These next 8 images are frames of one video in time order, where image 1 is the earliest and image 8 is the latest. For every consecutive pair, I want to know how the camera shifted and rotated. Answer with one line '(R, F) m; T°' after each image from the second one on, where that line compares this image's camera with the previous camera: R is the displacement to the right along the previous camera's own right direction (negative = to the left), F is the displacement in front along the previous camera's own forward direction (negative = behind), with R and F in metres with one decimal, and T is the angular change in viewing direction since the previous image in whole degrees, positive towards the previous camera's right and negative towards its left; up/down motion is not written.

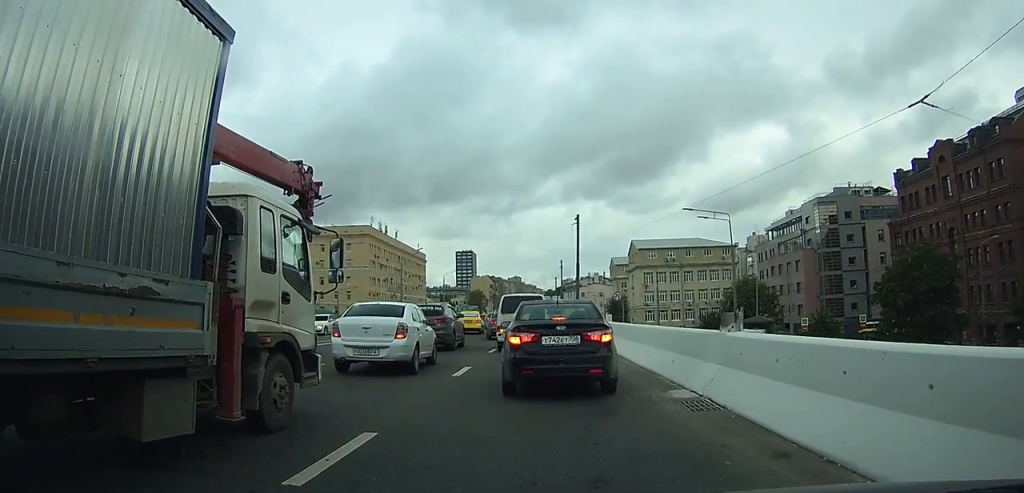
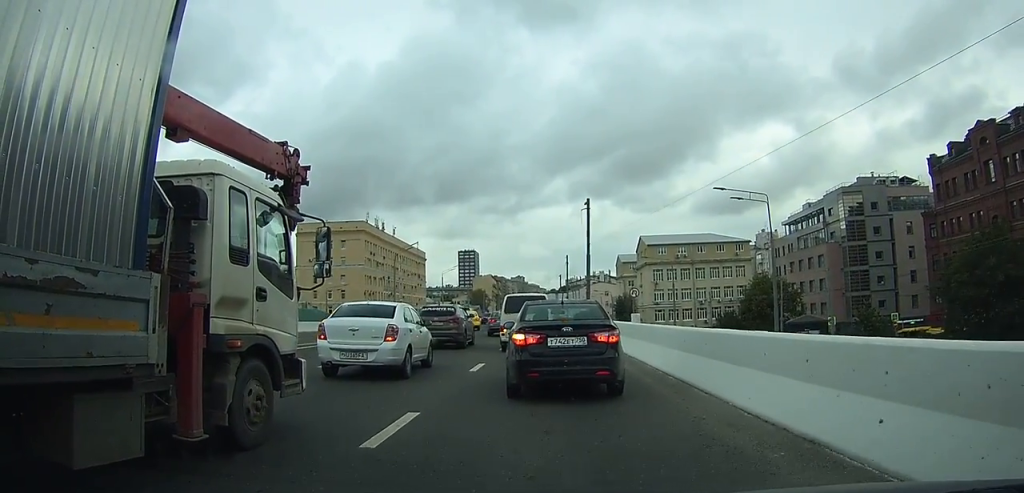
(0.0, +7.3) m; -2°
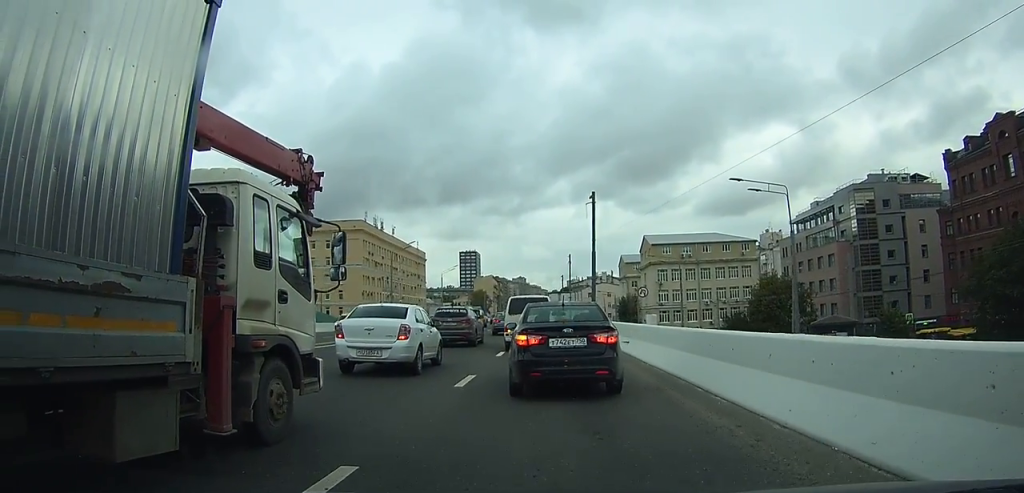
(-0.1, +2.9) m; -3°
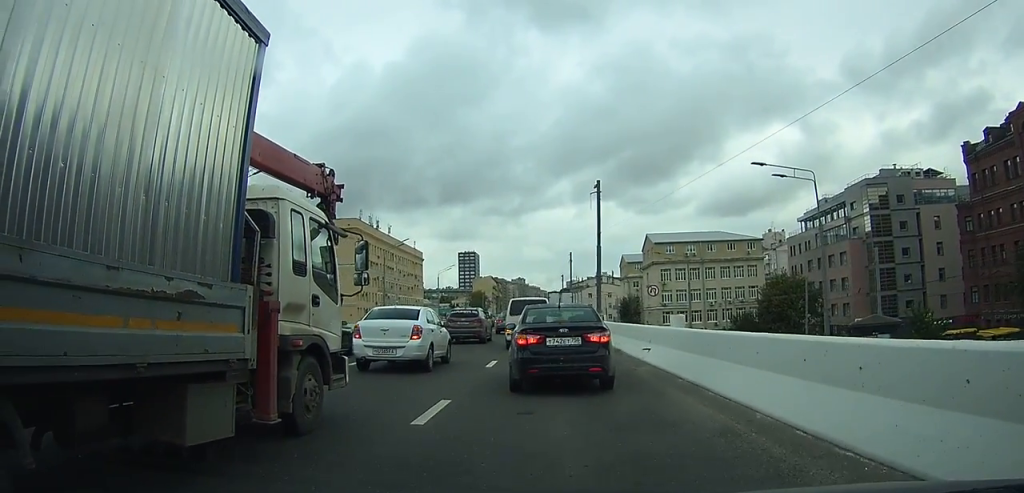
(-0.1, +3.6) m; -1°
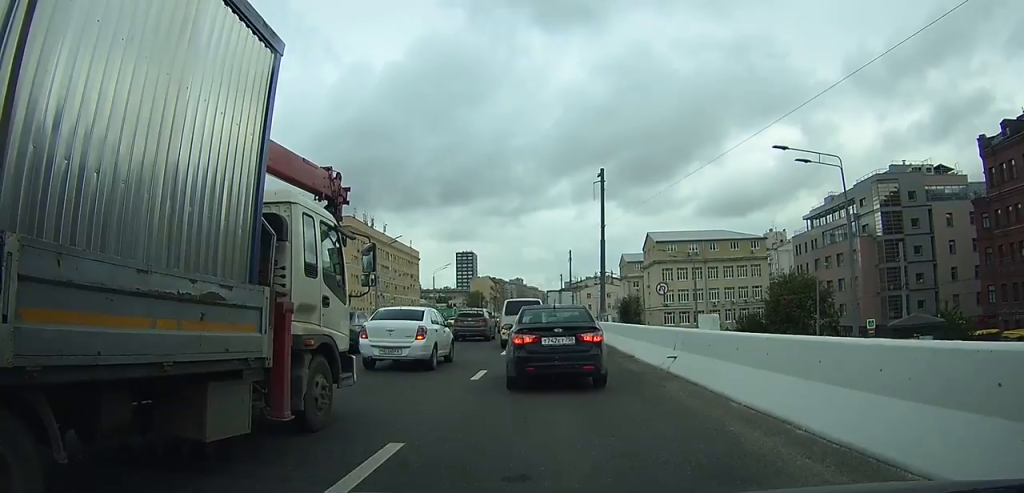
(0.0, +2.7) m; 0°
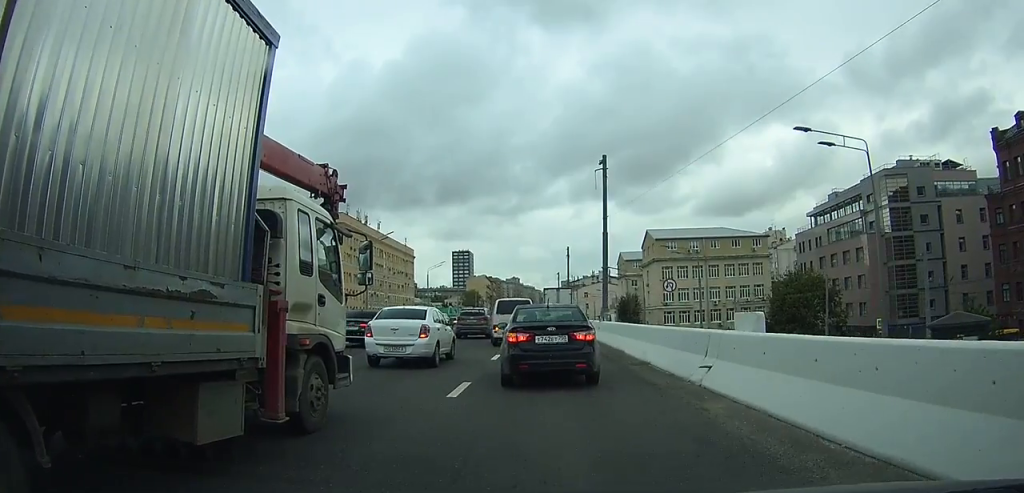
(0.0, +2.2) m; 0°
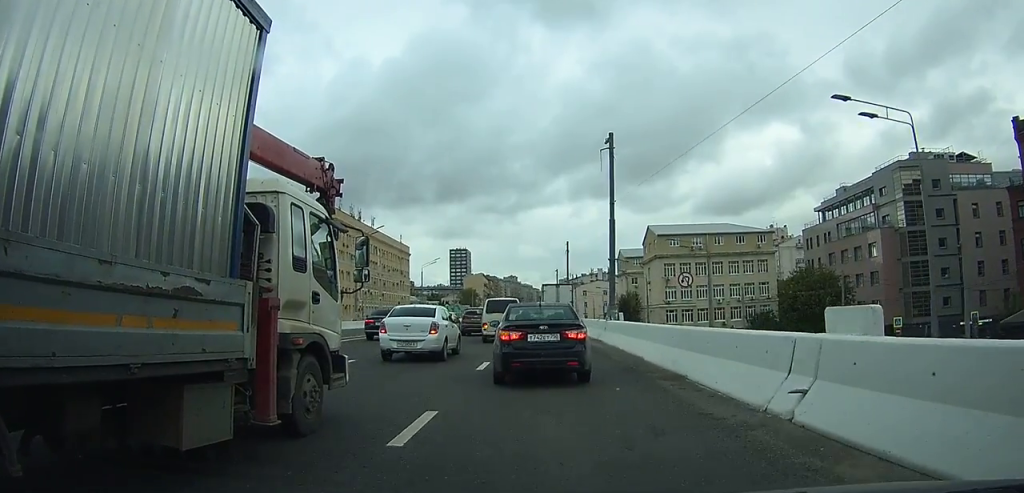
(0.0, +3.0) m; -1°
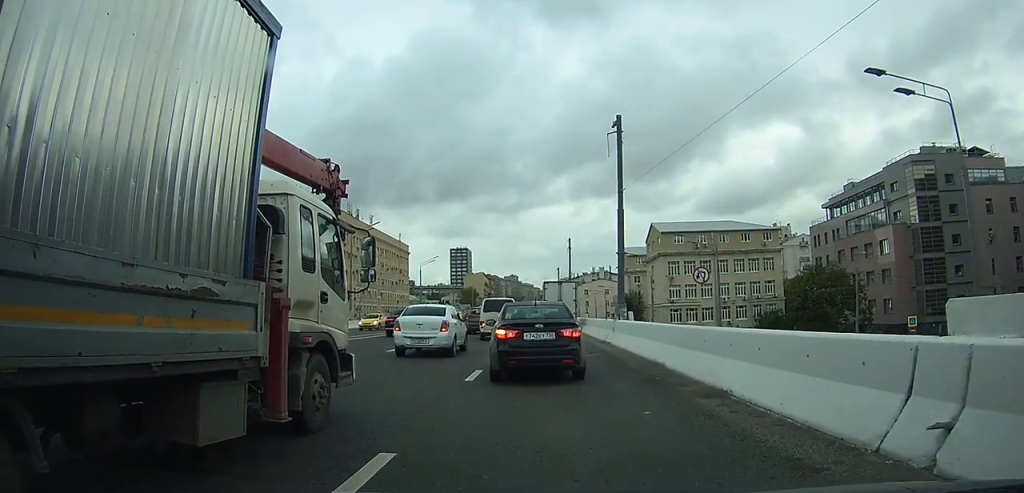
(0.0, +2.1) m; 0°
